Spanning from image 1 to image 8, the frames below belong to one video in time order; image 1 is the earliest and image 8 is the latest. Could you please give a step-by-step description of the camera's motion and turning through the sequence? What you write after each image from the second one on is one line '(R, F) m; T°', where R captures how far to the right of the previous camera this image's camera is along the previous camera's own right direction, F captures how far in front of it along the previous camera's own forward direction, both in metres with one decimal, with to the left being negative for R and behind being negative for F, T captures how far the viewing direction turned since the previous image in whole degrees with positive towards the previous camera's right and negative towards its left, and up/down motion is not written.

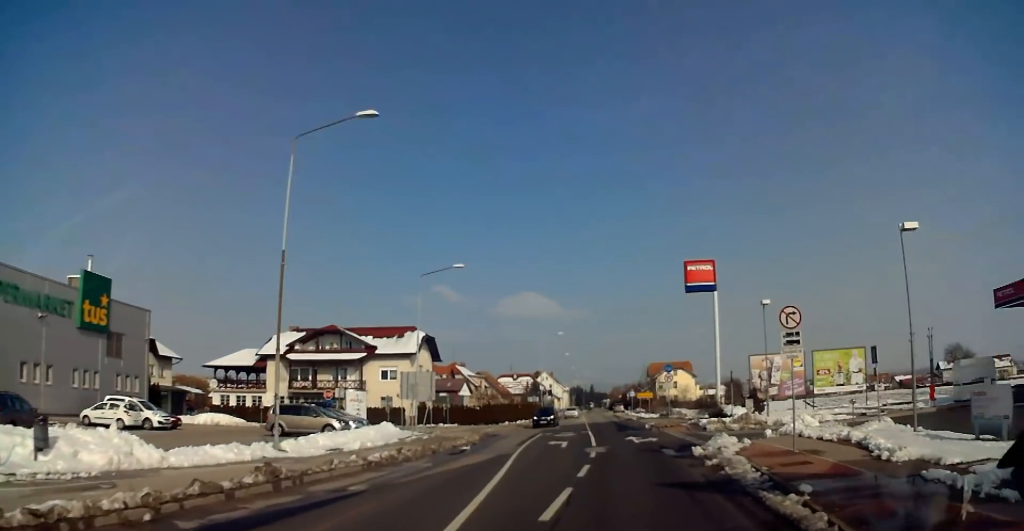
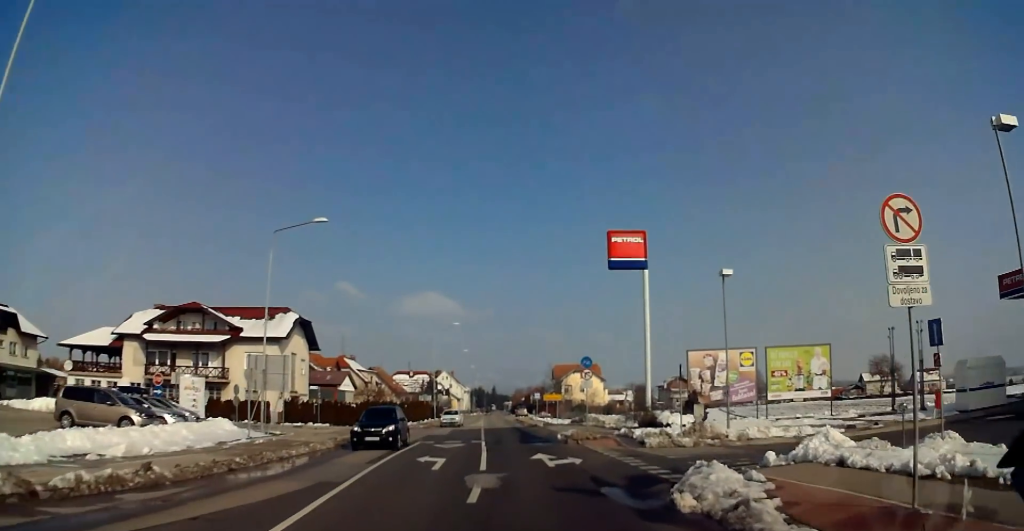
(0.0, +10.2) m; 0°
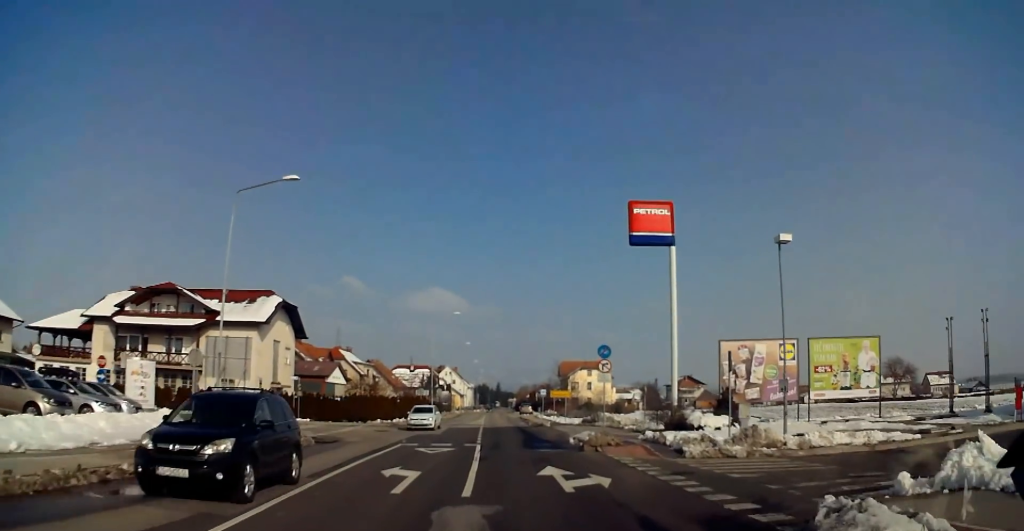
(0.0, +5.8) m; +1°
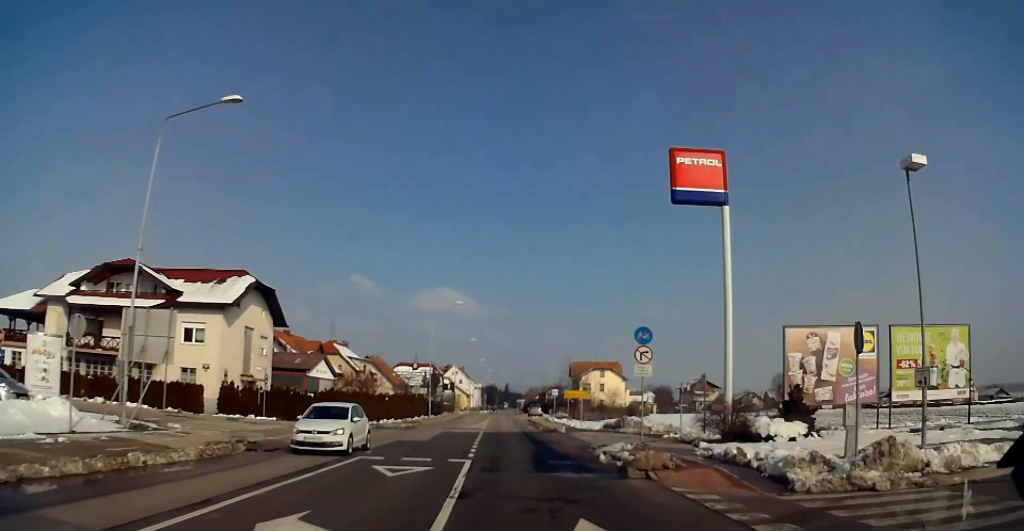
(+0.3, +7.7) m; +1°
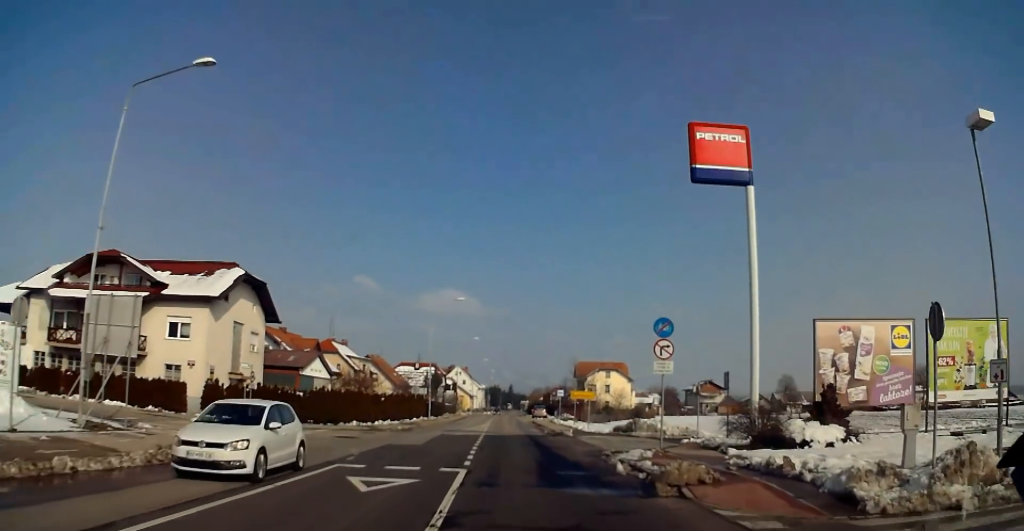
(+0.1, +2.6) m; 0°
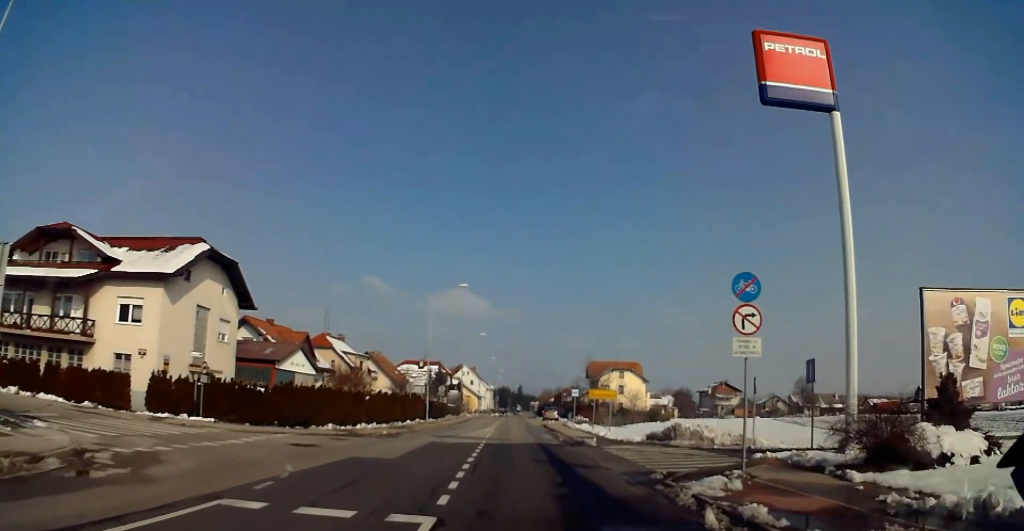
(-0.4, +6.6) m; 0°
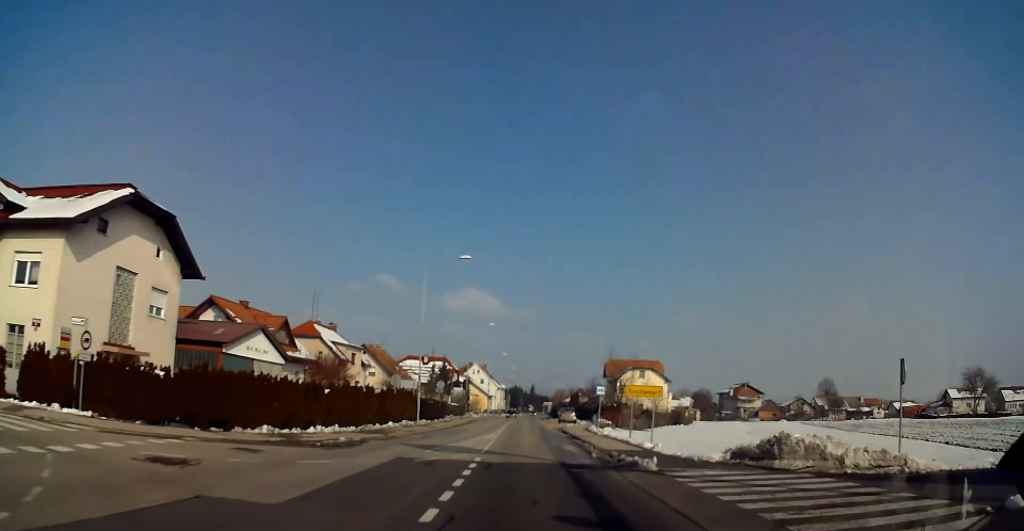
(+0.5, +9.6) m; +3°
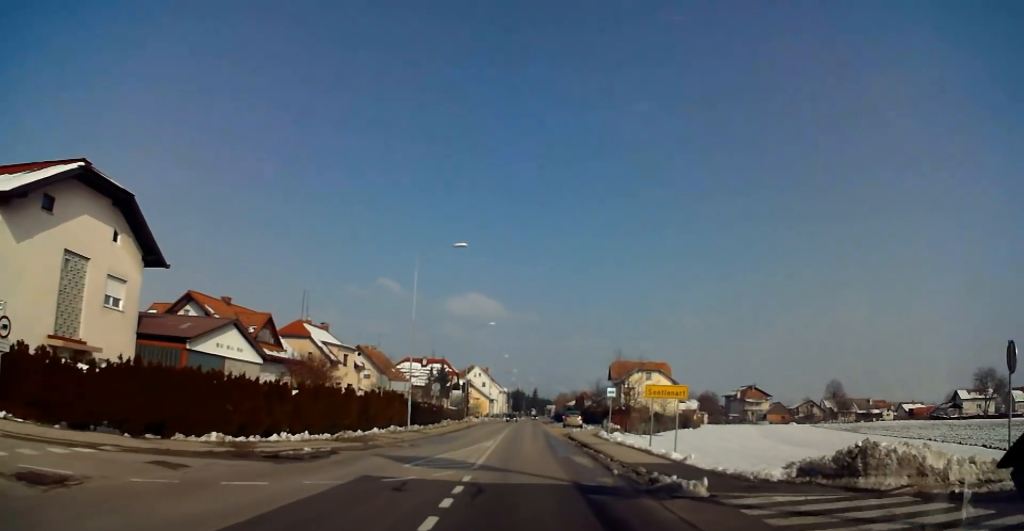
(0.0, +4.2) m; 0°
